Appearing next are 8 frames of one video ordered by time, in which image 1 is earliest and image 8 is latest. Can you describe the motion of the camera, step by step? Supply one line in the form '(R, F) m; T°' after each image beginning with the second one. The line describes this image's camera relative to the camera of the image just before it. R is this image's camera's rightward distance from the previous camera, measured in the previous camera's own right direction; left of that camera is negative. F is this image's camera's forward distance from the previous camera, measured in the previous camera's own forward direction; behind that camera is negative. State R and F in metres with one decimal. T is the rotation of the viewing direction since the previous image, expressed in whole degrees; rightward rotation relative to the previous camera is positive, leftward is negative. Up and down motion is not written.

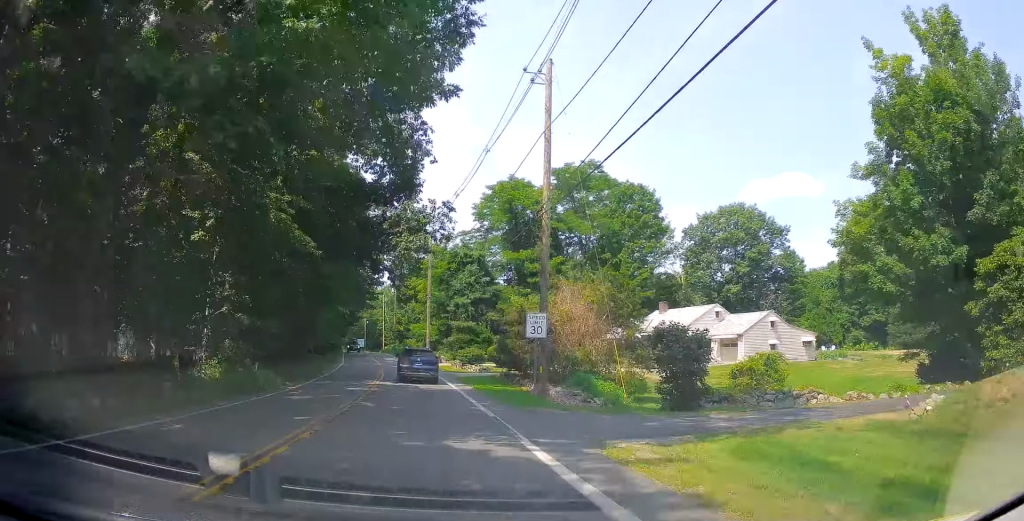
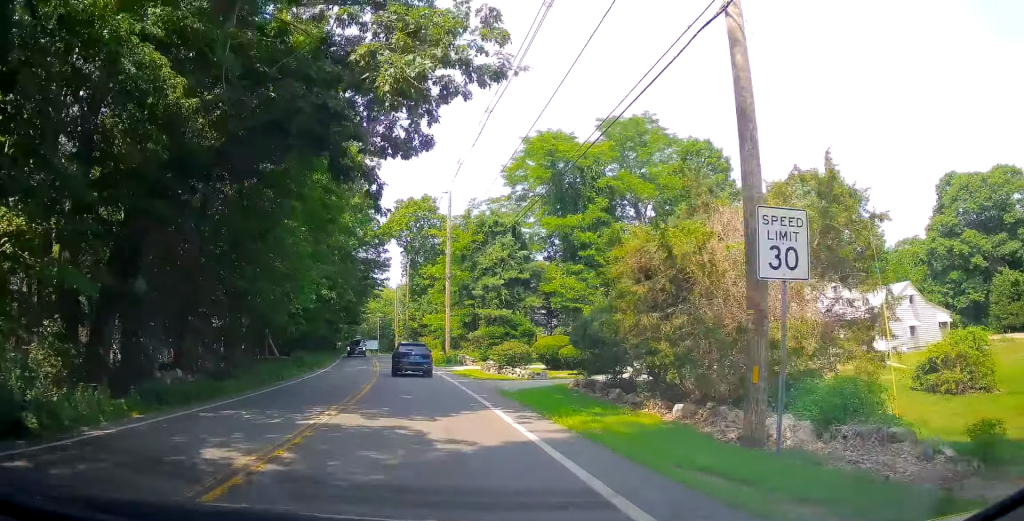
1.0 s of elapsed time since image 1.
(-0.6, +15.1) m; -2°
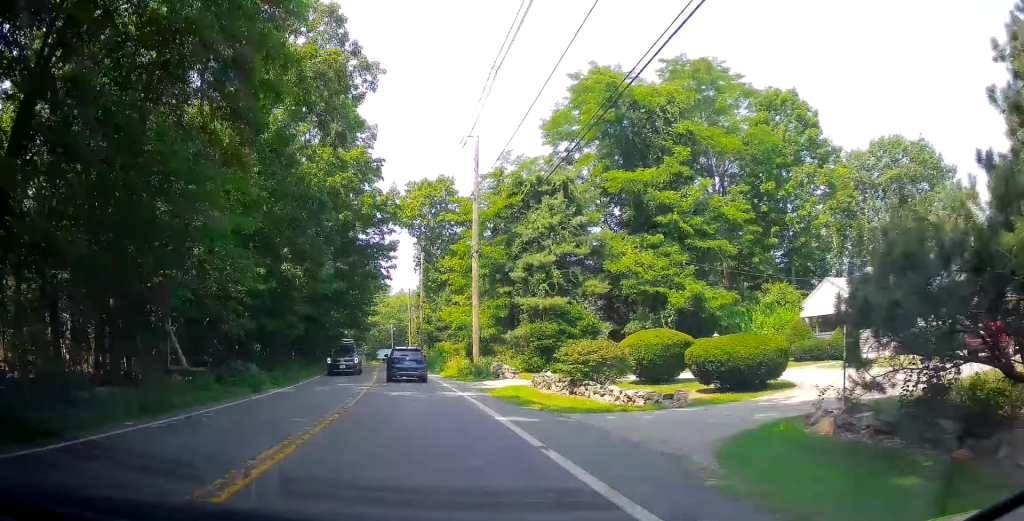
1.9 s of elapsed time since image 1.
(0.0, +13.5) m; -1°
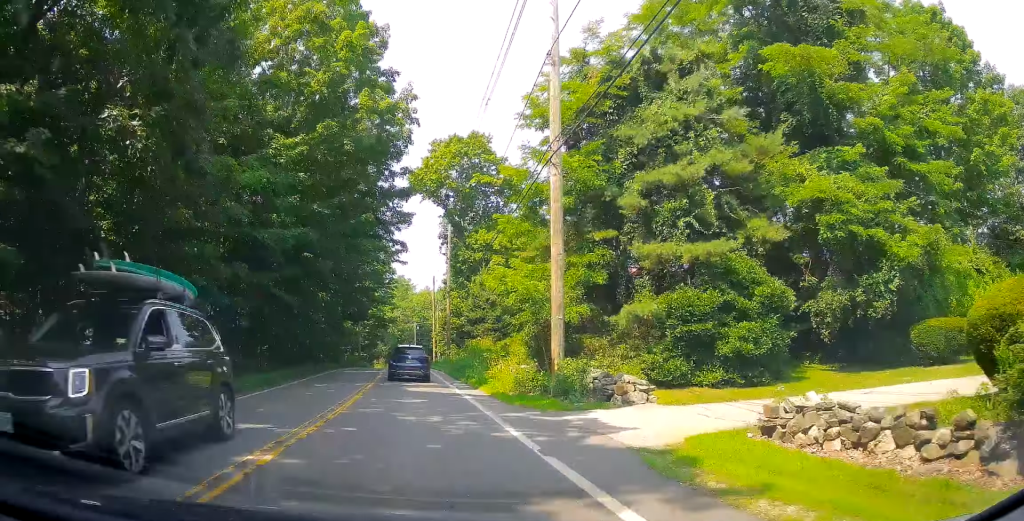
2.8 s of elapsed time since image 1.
(-0.2, +15.5) m; -2°
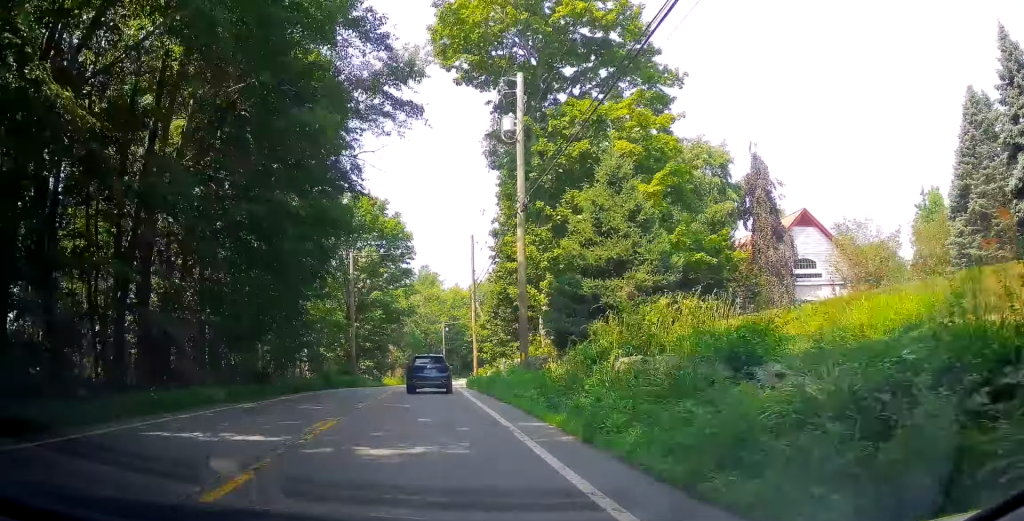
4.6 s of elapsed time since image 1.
(-1.0, +29.0) m; -3°
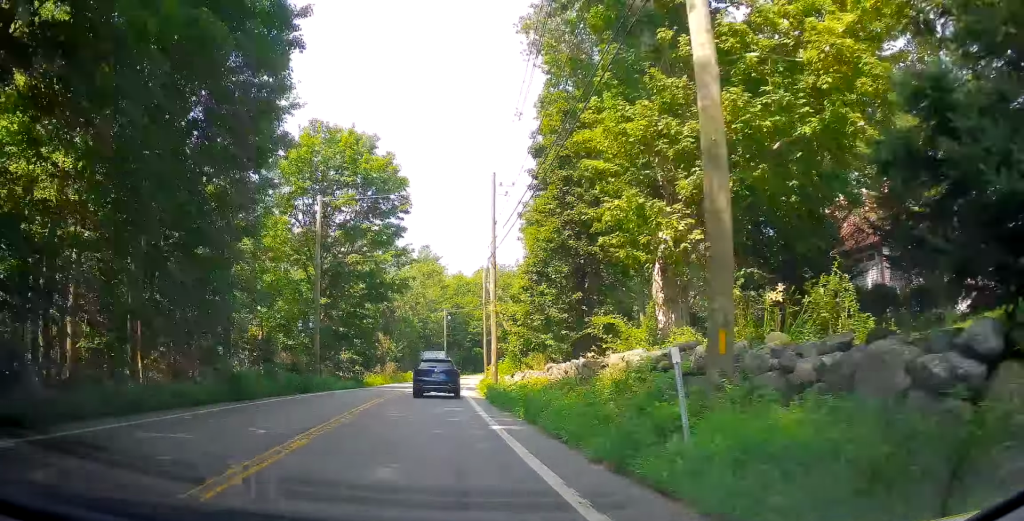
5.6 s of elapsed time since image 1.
(0.0, +15.0) m; +1°
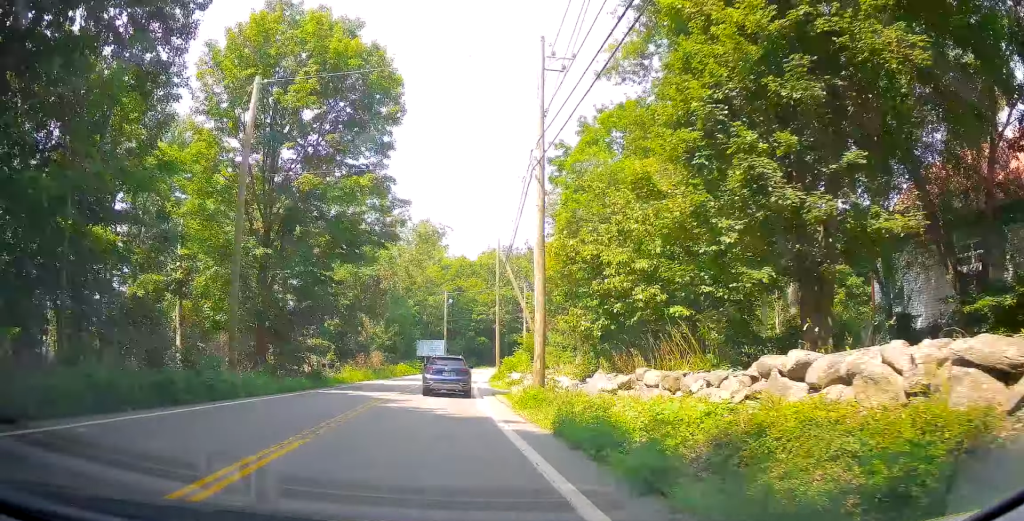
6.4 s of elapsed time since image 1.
(+0.3, +13.9) m; +1°
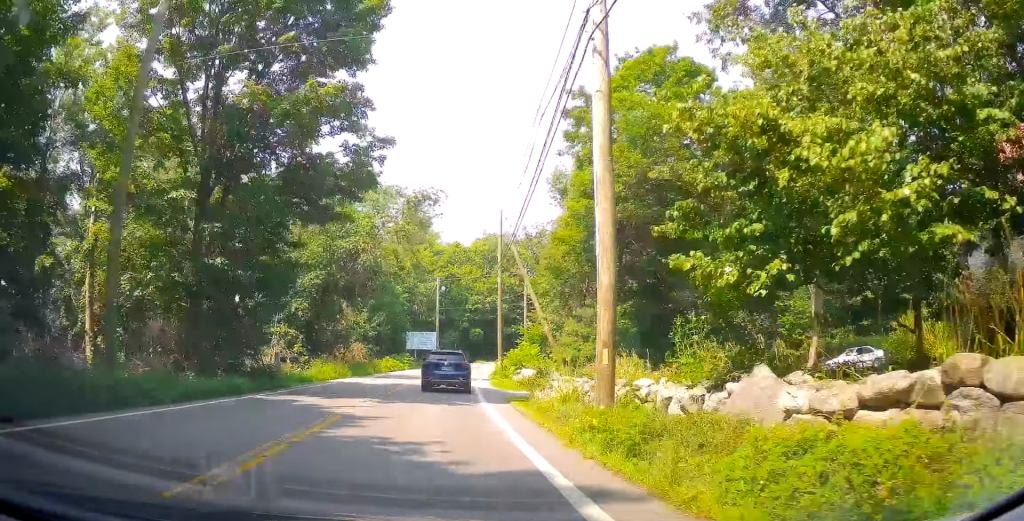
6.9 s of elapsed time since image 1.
(+0.1, +7.5) m; -1°
